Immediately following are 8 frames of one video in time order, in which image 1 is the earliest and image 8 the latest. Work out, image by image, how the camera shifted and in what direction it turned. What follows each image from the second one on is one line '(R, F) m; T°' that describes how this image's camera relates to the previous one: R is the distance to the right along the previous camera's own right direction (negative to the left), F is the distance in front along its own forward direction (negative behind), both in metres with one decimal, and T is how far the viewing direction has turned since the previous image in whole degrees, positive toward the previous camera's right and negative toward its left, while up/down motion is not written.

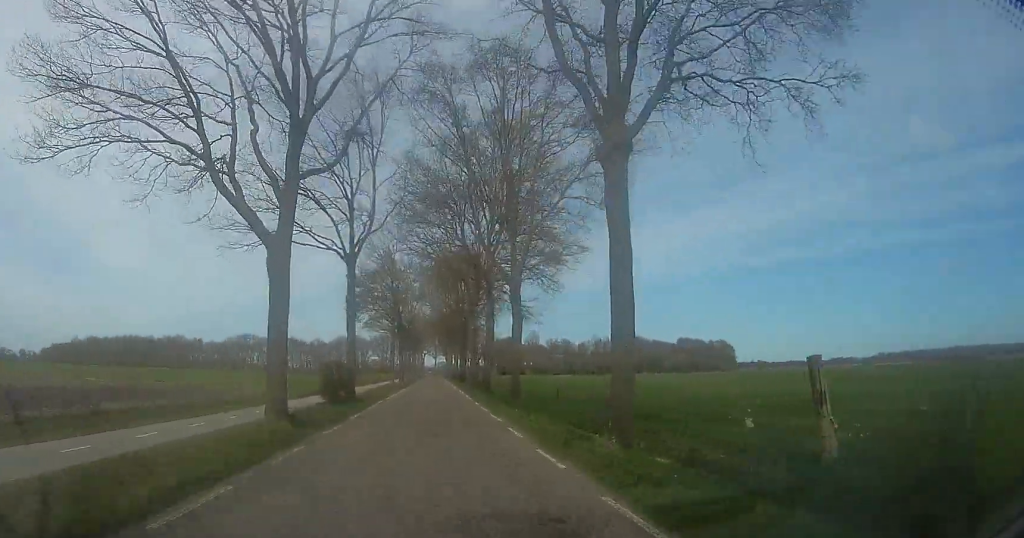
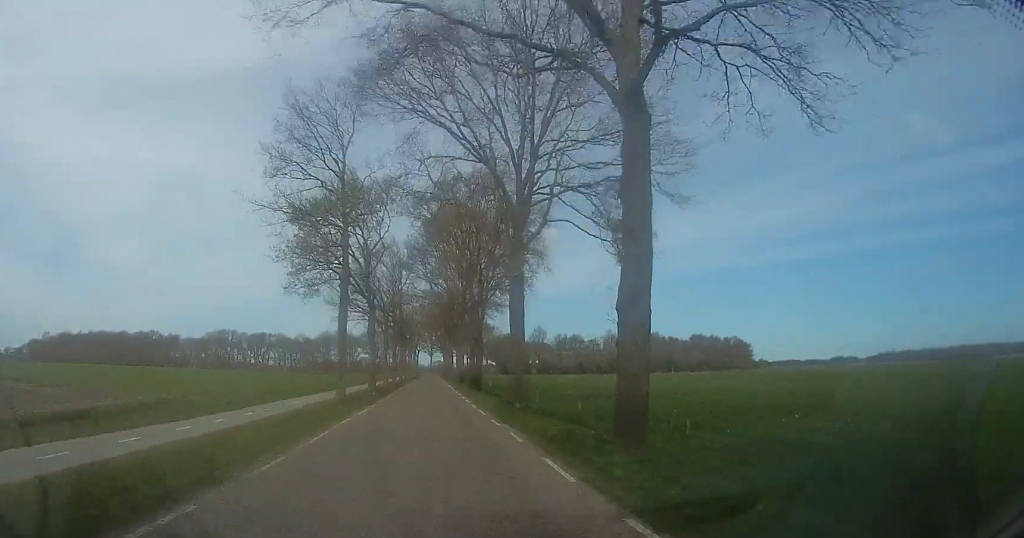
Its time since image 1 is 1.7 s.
(+0.9, +23.4) m; +4°
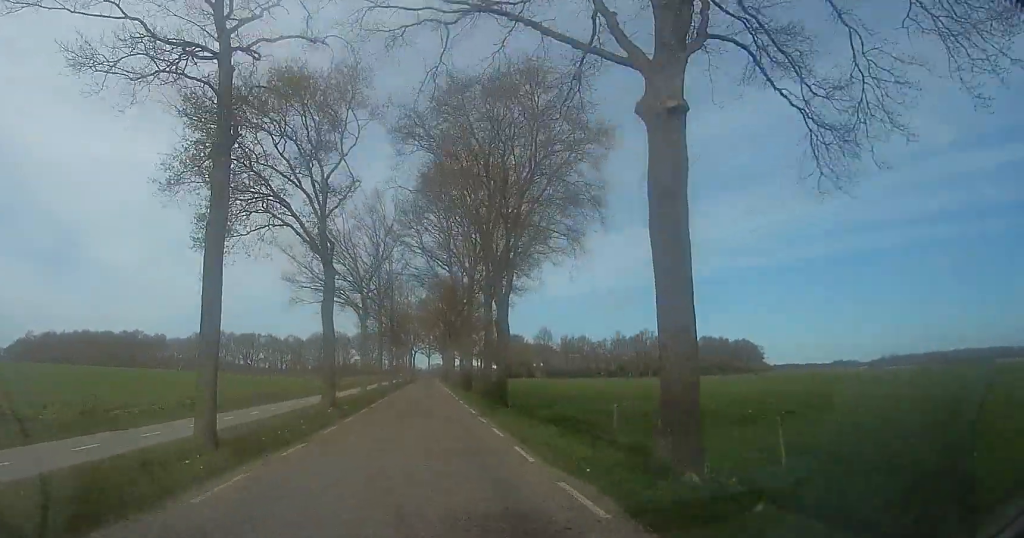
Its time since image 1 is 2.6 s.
(0.0, +13.2) m; 0°
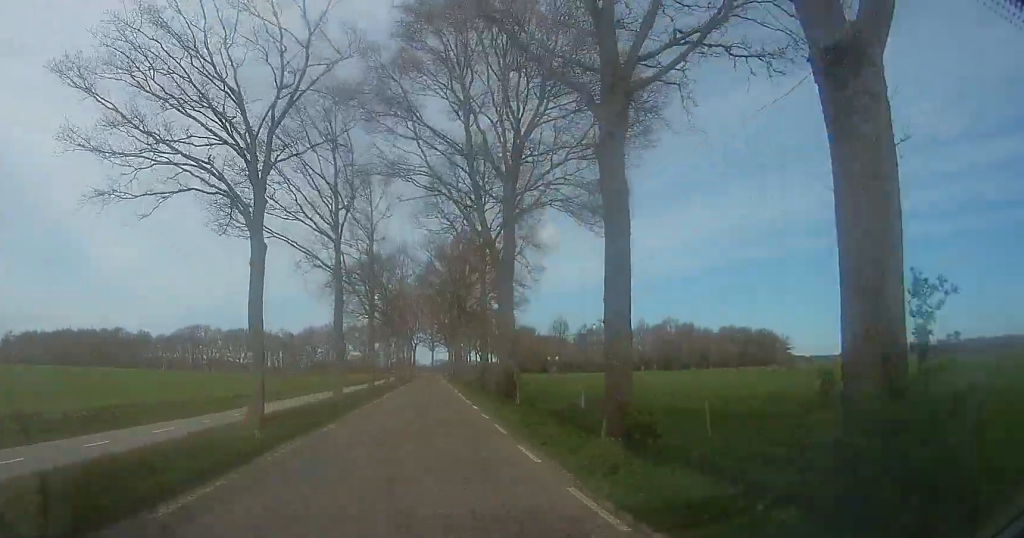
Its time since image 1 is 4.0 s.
(-0.2, +22.5) m; -2°
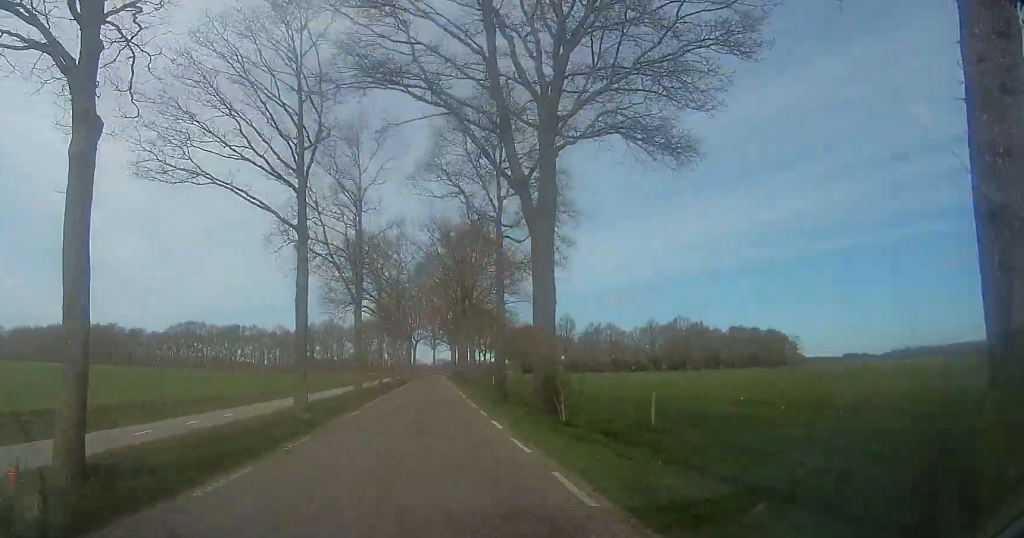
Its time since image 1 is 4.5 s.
(+0.1, +7.3) m; -1°
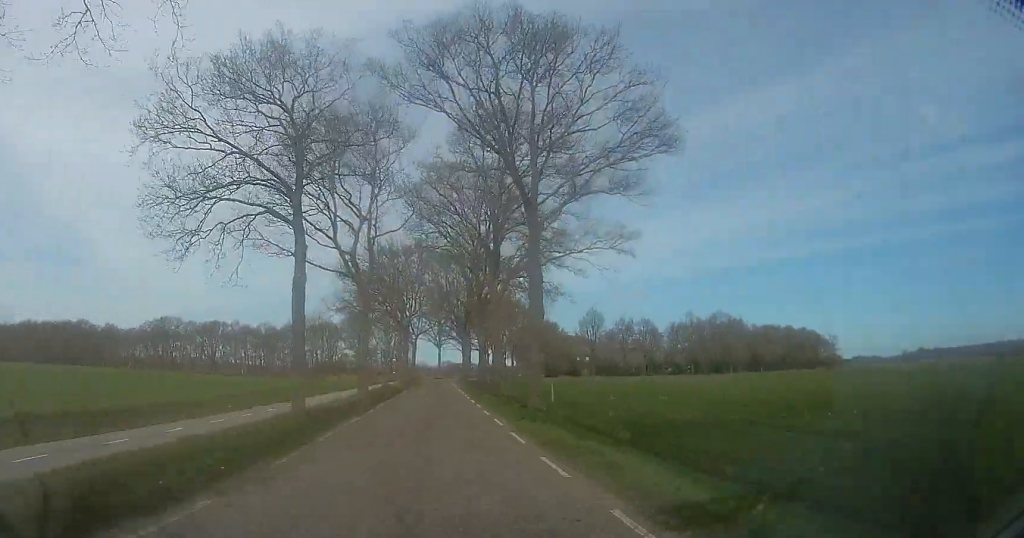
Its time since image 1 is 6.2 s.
(-0.4, +26.8) m; +1°
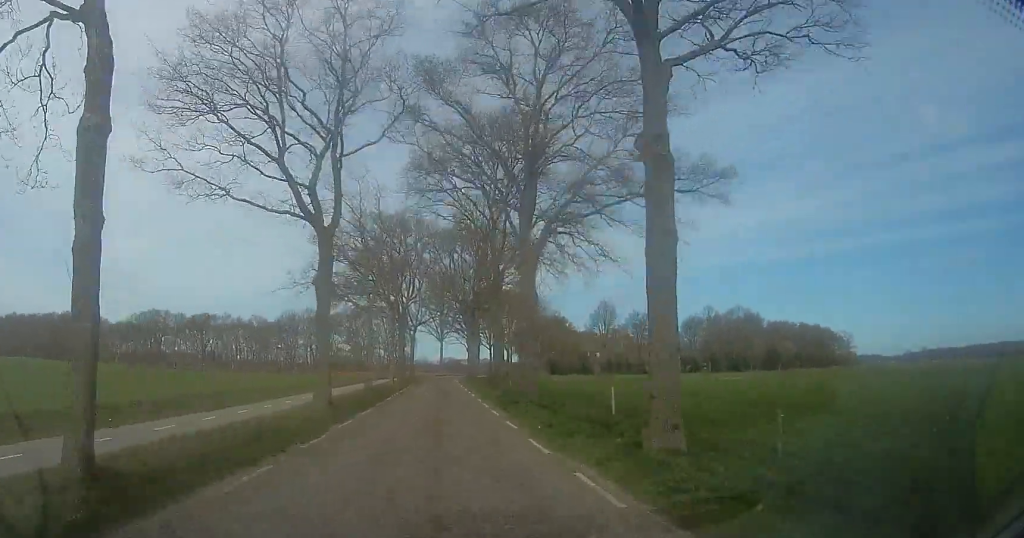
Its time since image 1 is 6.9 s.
(+0.1, +10.3) m; 0°
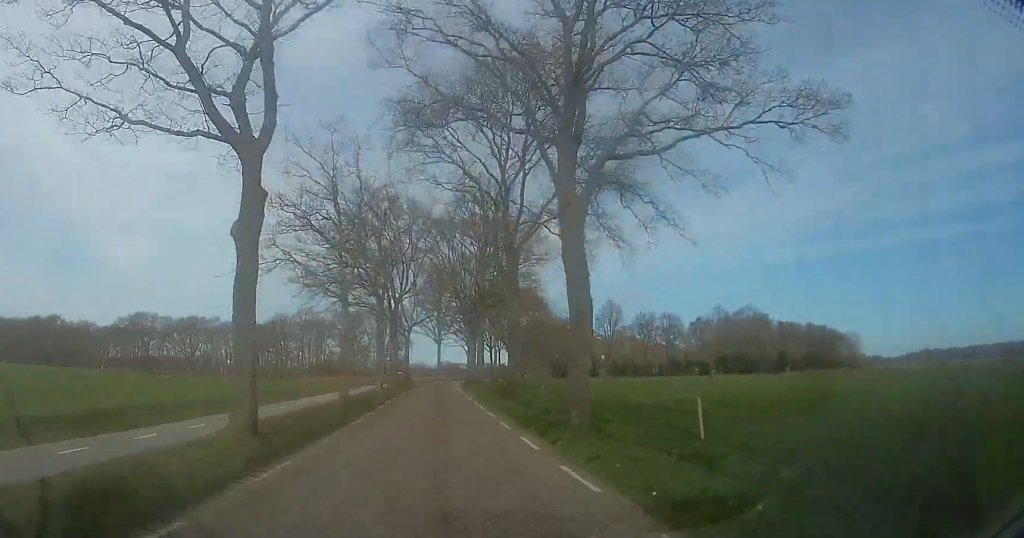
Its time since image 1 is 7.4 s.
(+0.1, +7.2) m; -1°
